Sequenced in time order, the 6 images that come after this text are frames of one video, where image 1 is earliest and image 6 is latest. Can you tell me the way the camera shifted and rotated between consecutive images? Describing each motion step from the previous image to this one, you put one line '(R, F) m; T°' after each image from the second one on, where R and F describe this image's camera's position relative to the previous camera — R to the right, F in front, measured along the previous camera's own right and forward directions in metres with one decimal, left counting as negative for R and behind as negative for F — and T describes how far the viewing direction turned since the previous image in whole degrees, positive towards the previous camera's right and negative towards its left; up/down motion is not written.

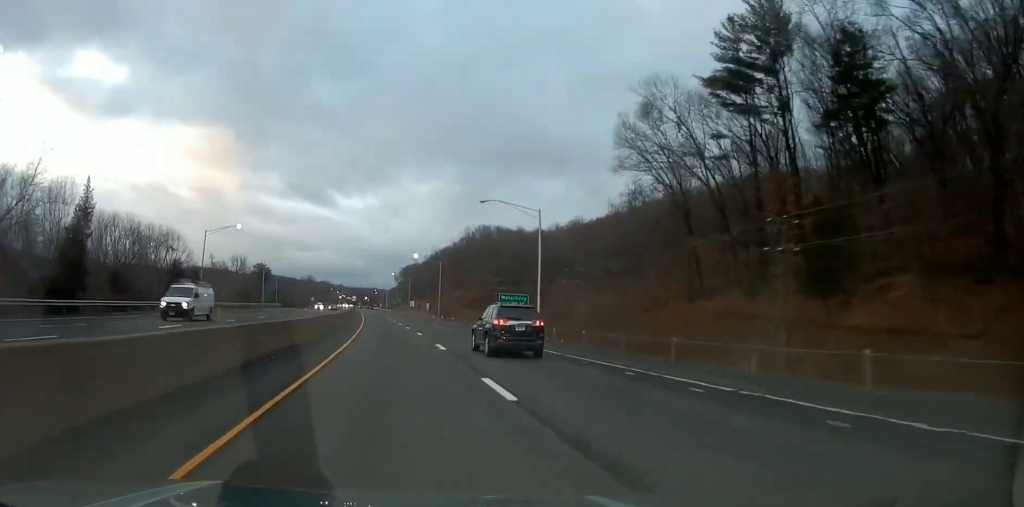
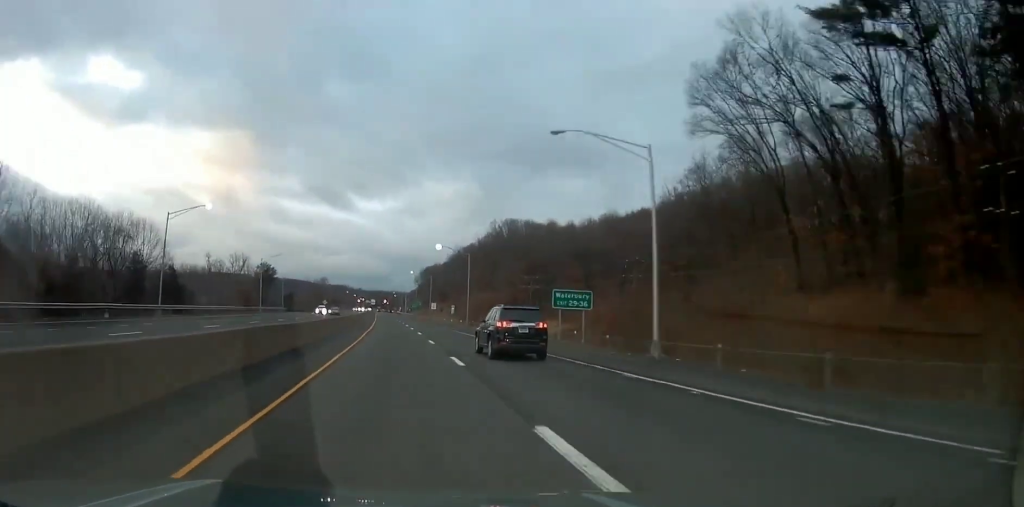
(-0.3, +18.6) m; -1°
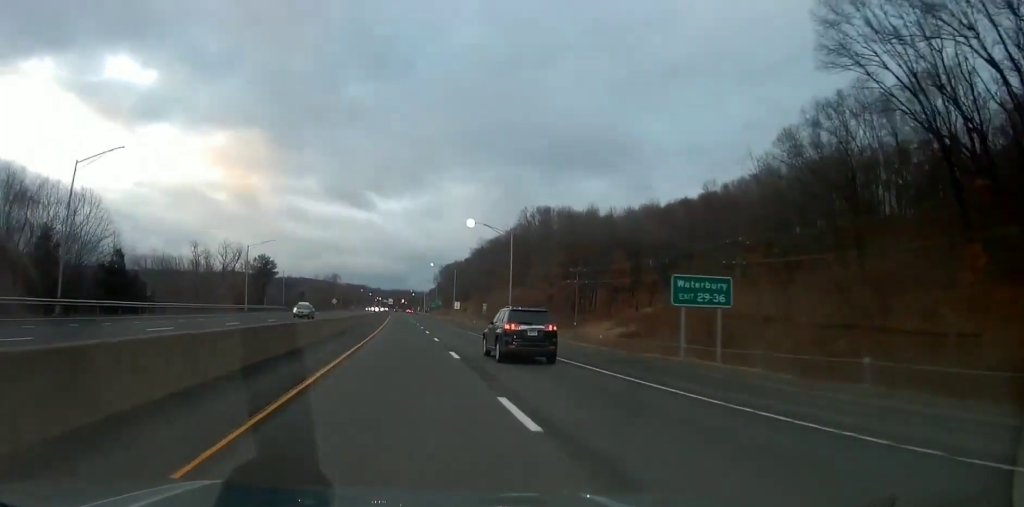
(-0.3, +21.7) m; -1°
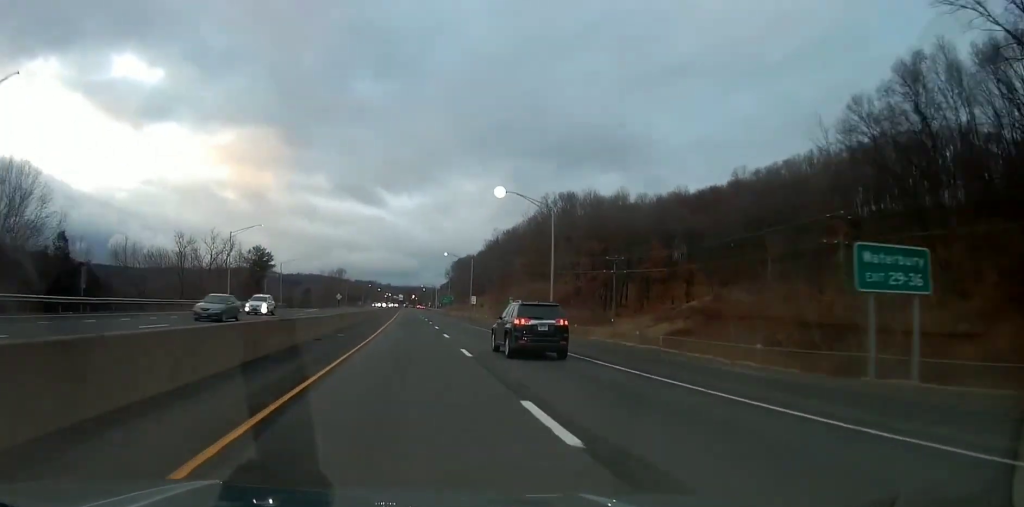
(0.0, +13.9) m; -1°
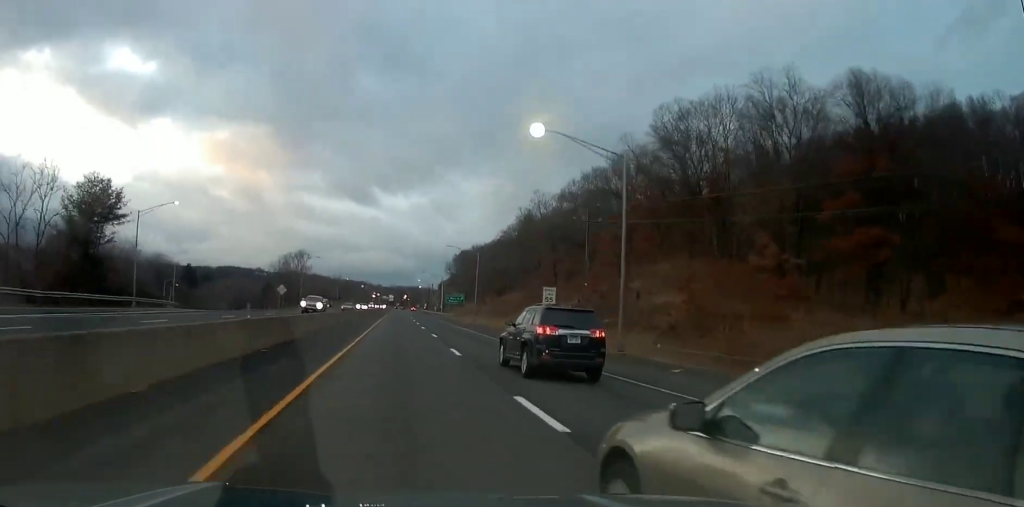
(+0.2, +68.9) m; +2°
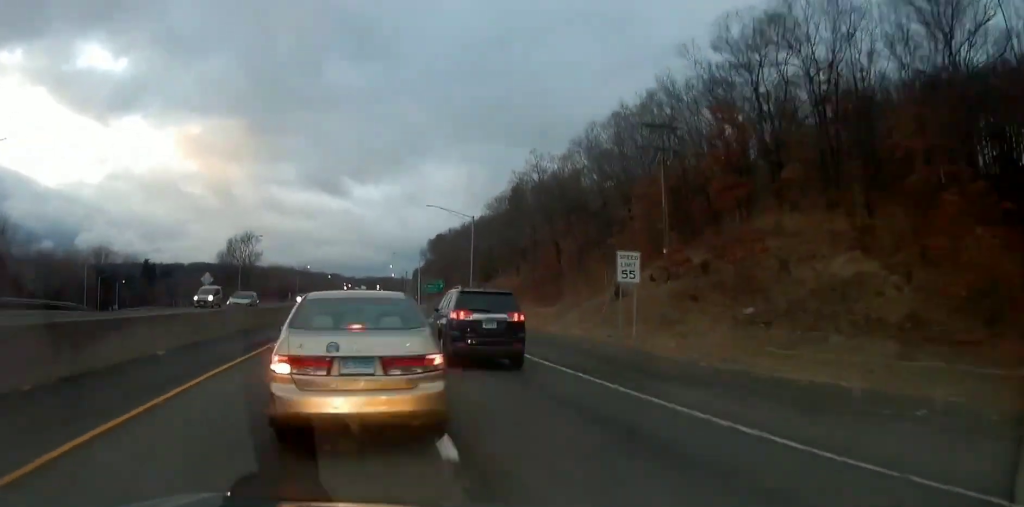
(0.0, +23.9) m; -1°
